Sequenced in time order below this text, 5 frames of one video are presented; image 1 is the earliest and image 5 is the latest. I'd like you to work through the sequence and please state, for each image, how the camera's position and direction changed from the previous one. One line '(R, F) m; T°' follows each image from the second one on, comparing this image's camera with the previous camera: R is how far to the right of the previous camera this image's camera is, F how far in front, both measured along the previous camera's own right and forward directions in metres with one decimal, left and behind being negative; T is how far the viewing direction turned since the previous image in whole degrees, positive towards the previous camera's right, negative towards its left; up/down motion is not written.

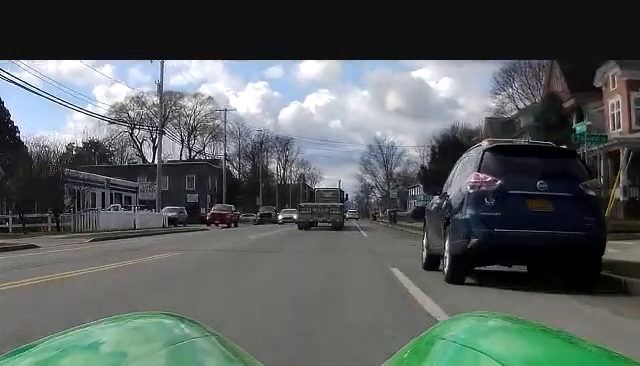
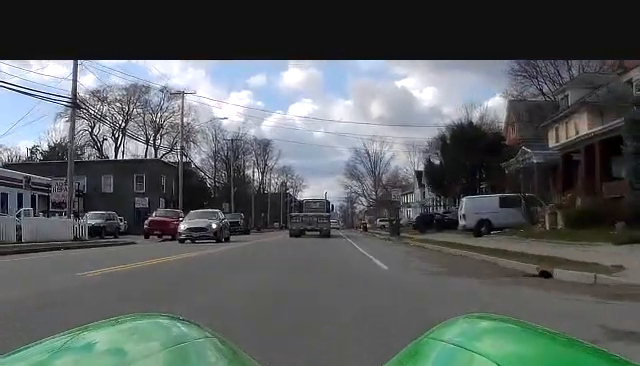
(0.0, +18.6) m; 0°
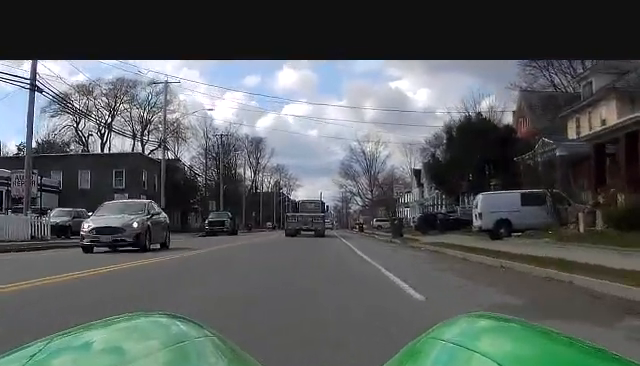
(0.0, +6.0) m; 0°
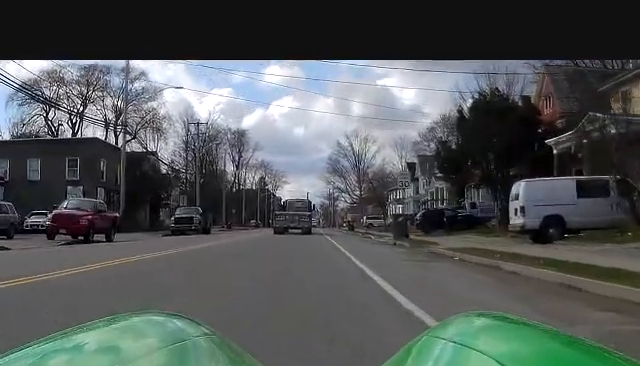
(0.0, +10.3) m; +1°
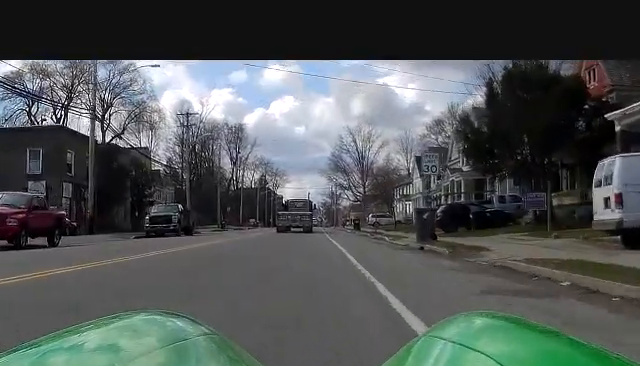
(+0.2, +9.1) m; 0°
